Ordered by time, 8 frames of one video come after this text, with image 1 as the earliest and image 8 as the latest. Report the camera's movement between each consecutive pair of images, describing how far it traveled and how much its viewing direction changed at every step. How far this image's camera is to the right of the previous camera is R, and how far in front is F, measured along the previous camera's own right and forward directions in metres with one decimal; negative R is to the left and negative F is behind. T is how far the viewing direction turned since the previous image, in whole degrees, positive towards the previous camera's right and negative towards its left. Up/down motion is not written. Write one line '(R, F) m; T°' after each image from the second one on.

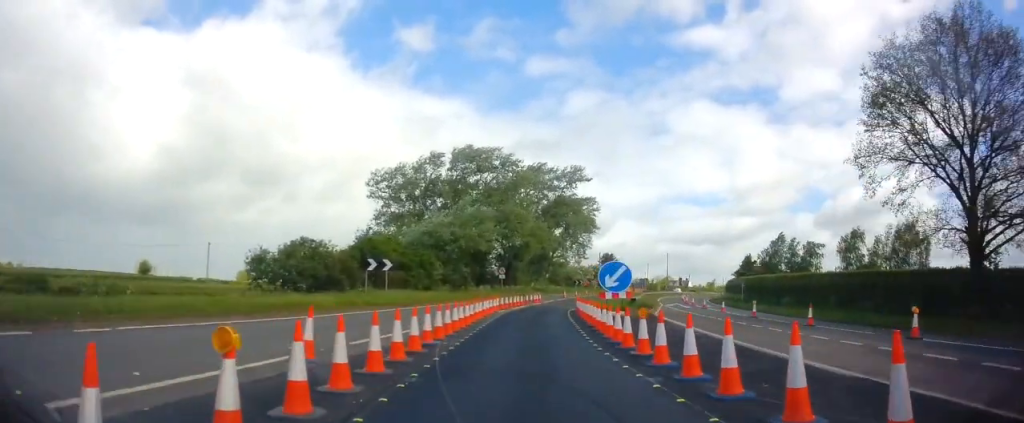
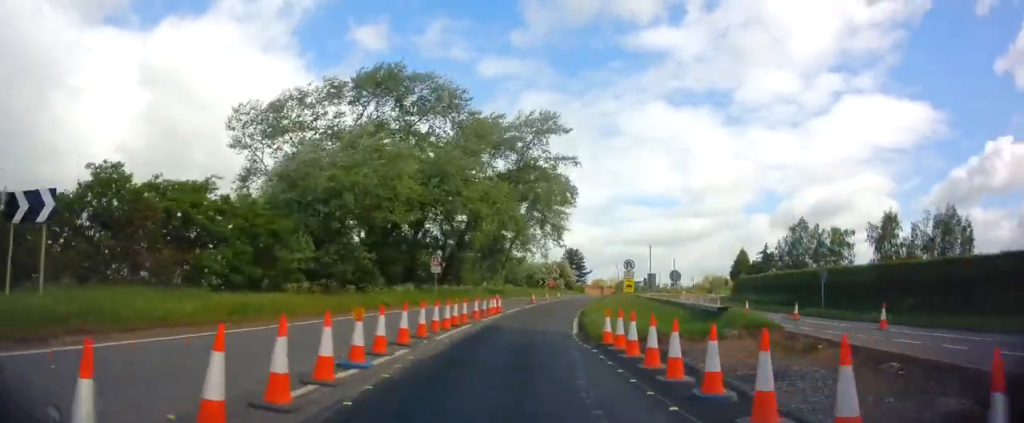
(+0.9, +23.6) m; +5°
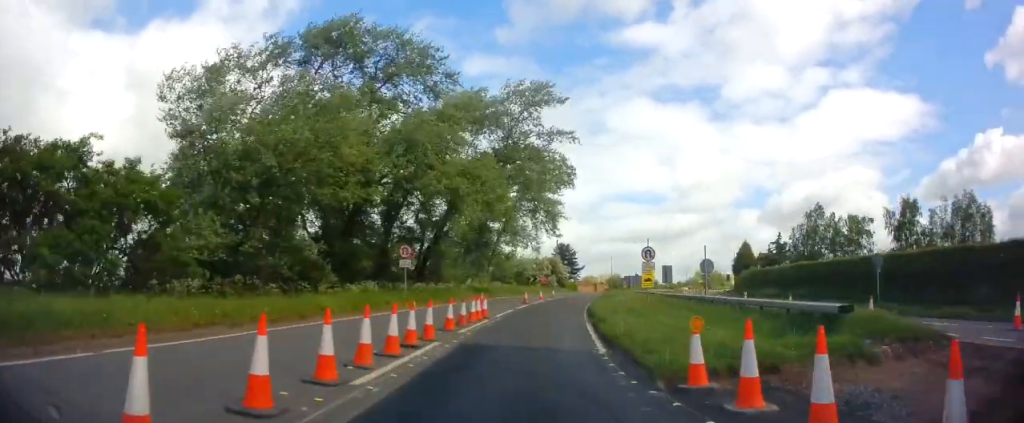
(+0.2, +7.5) m; +2°
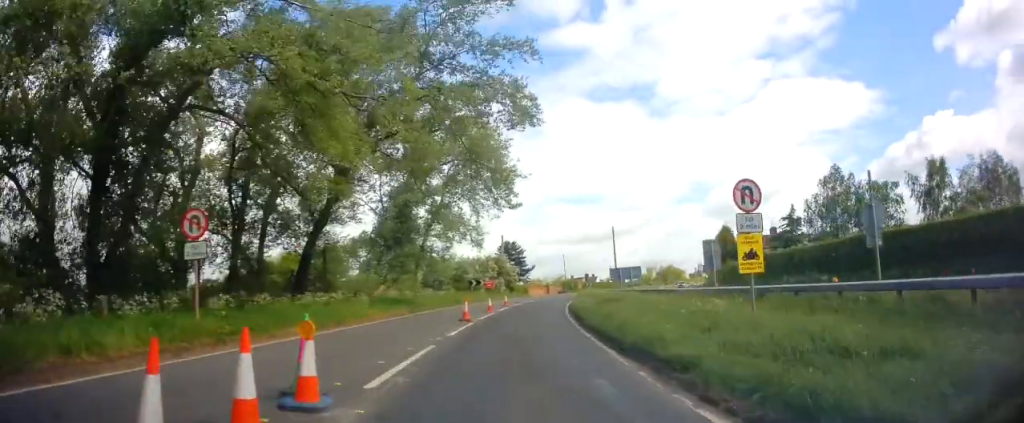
(+0.4, +16.8) m; +4°
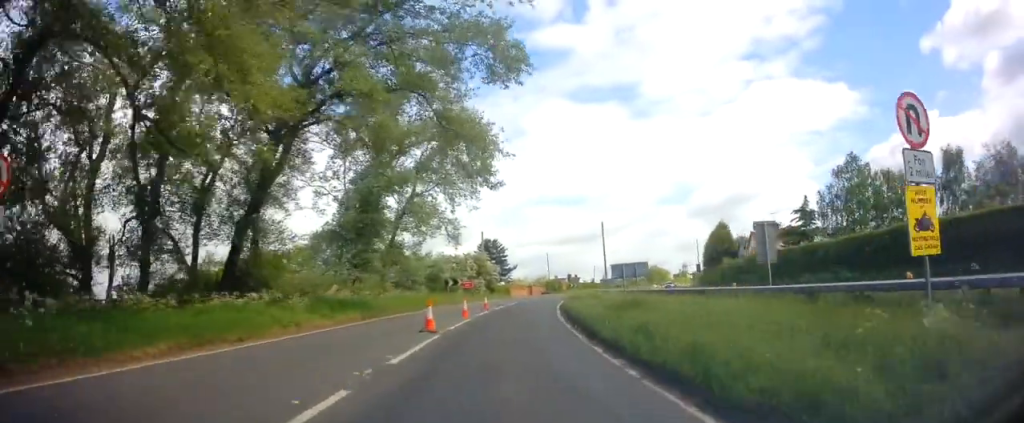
(-0.1, +6.1) m; +2°
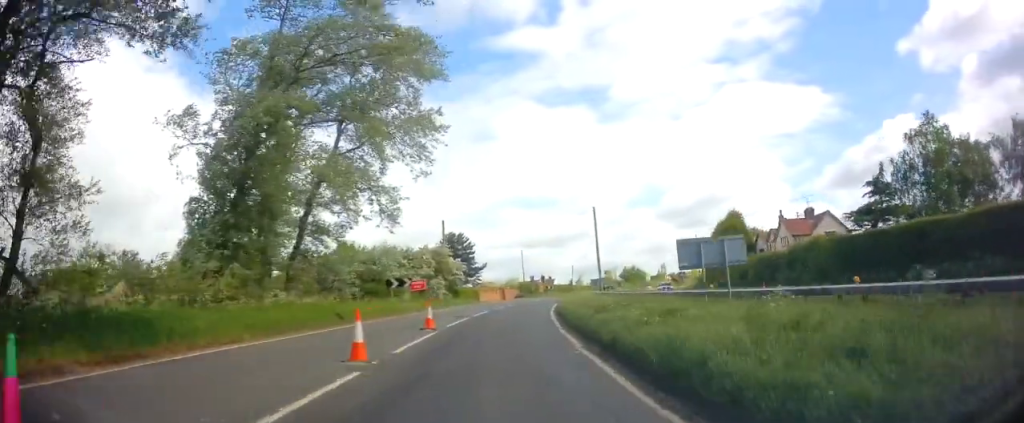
(+1.0, +15.4) m; +5°
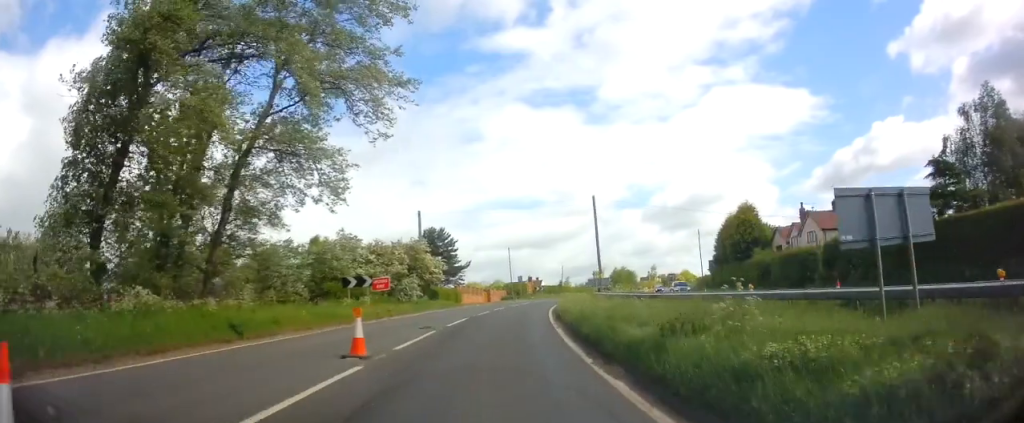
(+0.2, +8.0) m; +1°
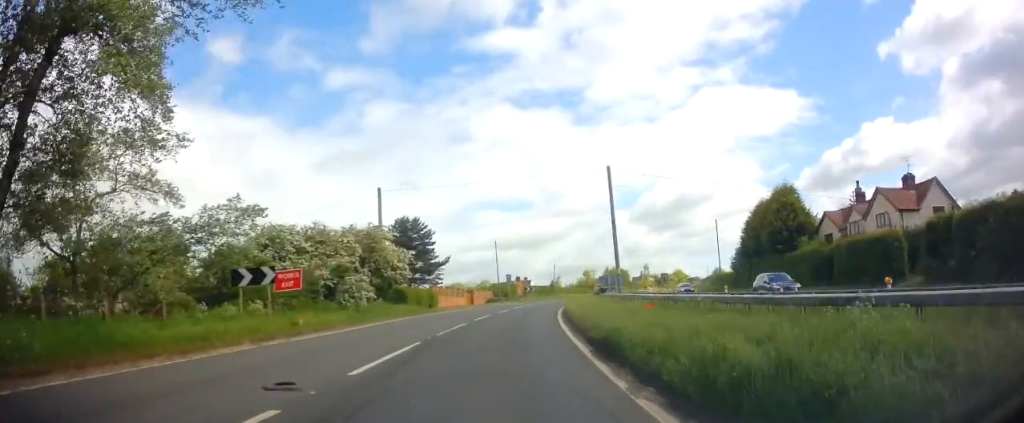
(0.0, +12.5) m; 0°
